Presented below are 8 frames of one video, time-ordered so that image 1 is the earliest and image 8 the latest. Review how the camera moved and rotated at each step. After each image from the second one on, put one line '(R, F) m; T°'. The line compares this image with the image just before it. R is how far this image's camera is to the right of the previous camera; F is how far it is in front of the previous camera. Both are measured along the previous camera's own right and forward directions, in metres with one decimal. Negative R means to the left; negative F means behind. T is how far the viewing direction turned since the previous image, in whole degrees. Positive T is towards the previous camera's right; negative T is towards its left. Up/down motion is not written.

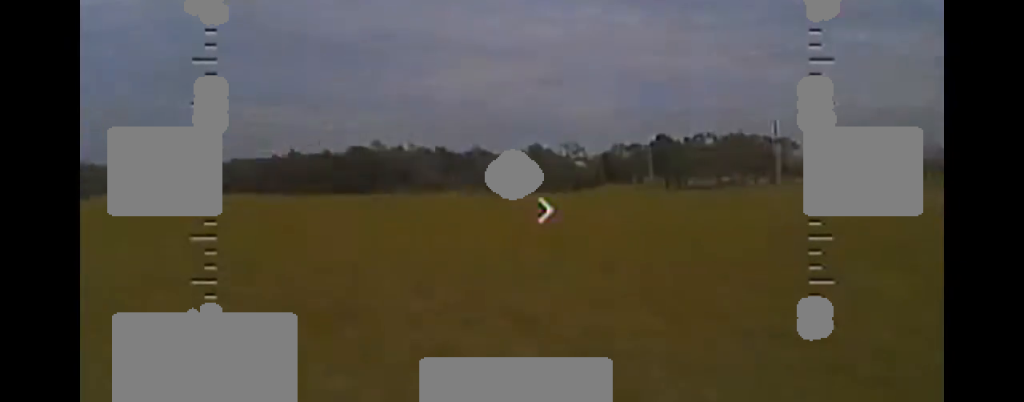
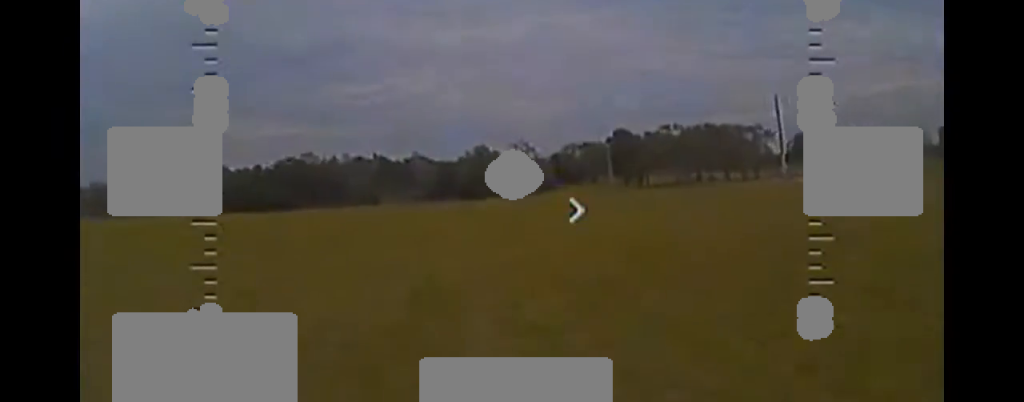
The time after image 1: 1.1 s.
(+0.1, +15.2) m; 0°
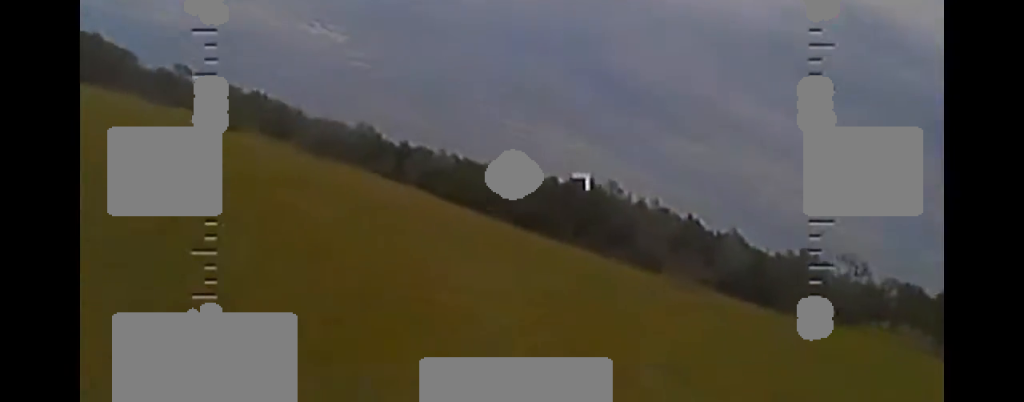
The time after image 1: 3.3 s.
(-3.7, +29.1) m; -24°
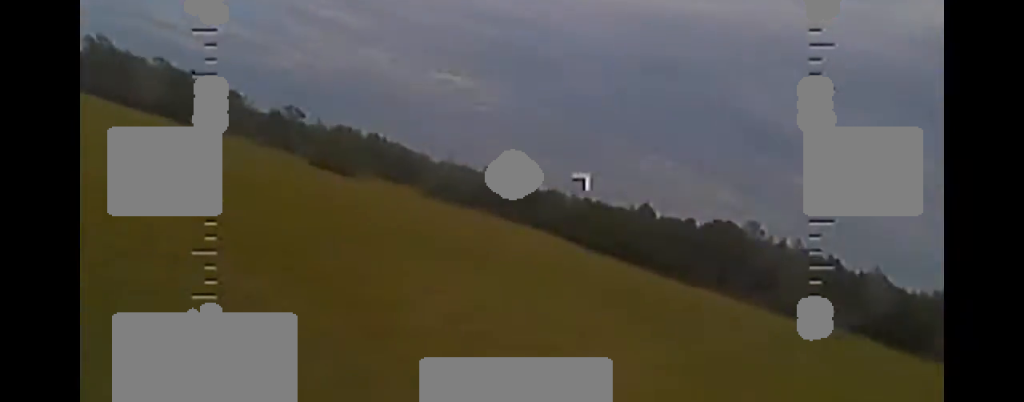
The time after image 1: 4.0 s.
(-0.5, +8.1) m; -10°
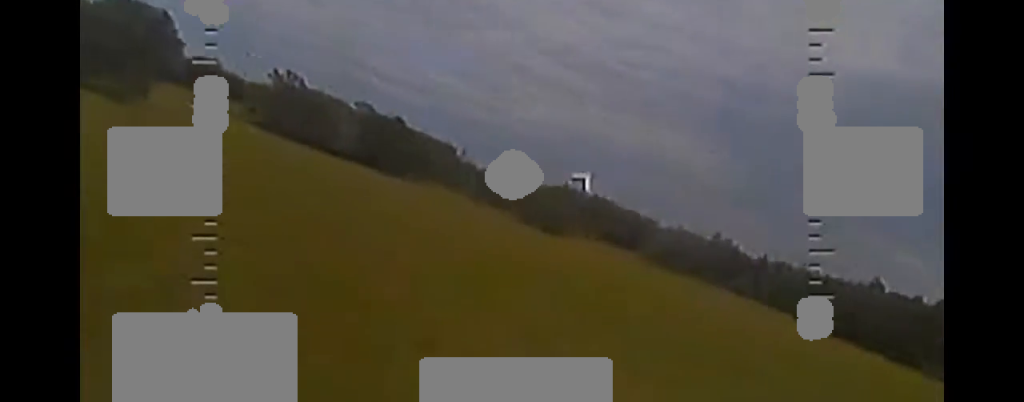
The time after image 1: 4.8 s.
(-1.7, +11.1) m; -10°
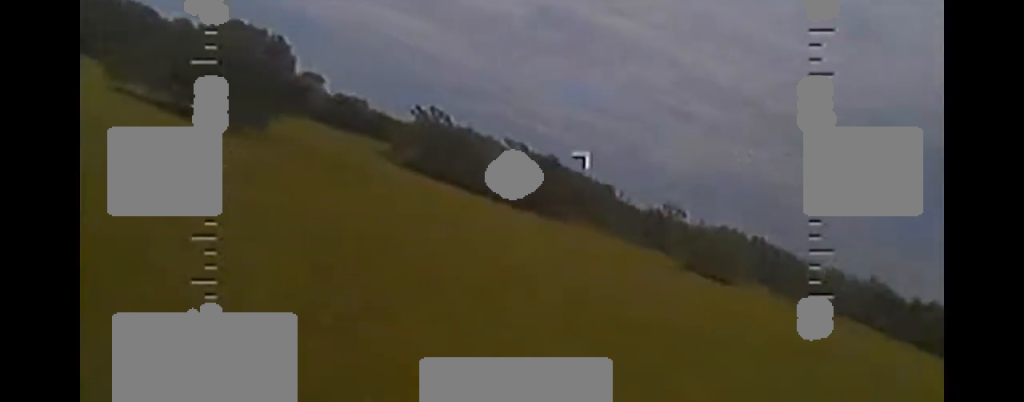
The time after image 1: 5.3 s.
(0.0, +6.5) m; -8°
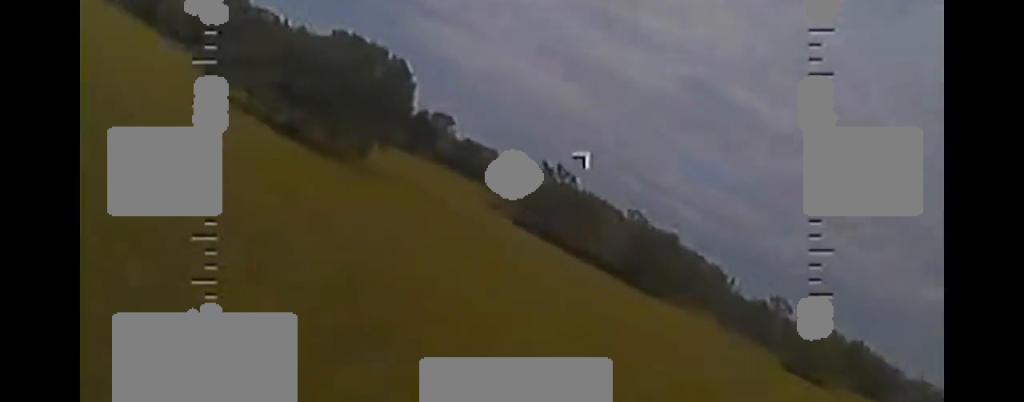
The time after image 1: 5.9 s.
(+0.4, +6.8) m; -10°
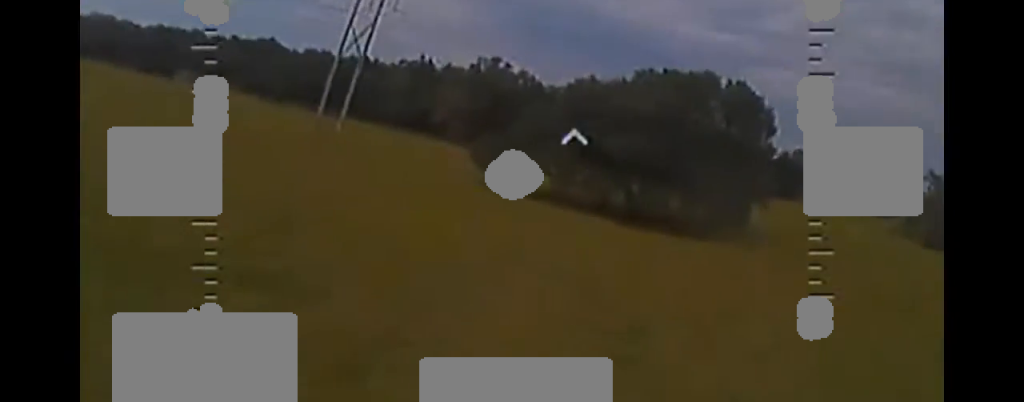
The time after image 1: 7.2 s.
(-7.0, +16.0) m; -40°
